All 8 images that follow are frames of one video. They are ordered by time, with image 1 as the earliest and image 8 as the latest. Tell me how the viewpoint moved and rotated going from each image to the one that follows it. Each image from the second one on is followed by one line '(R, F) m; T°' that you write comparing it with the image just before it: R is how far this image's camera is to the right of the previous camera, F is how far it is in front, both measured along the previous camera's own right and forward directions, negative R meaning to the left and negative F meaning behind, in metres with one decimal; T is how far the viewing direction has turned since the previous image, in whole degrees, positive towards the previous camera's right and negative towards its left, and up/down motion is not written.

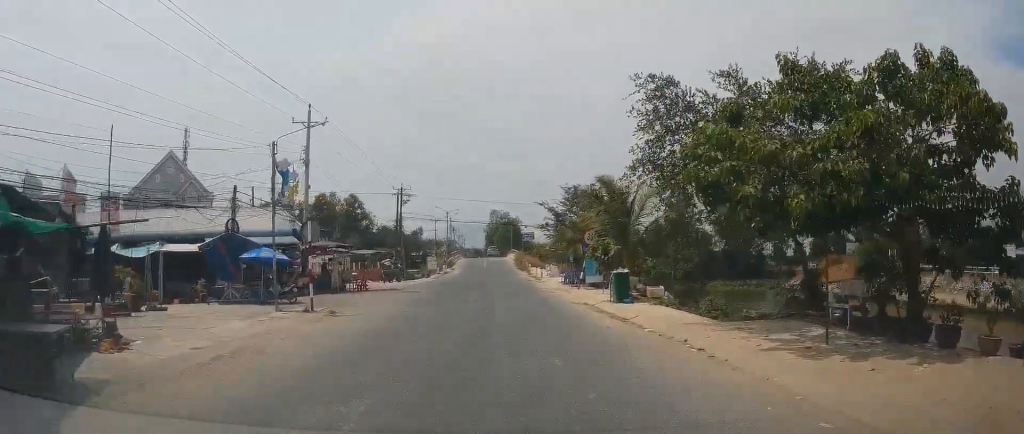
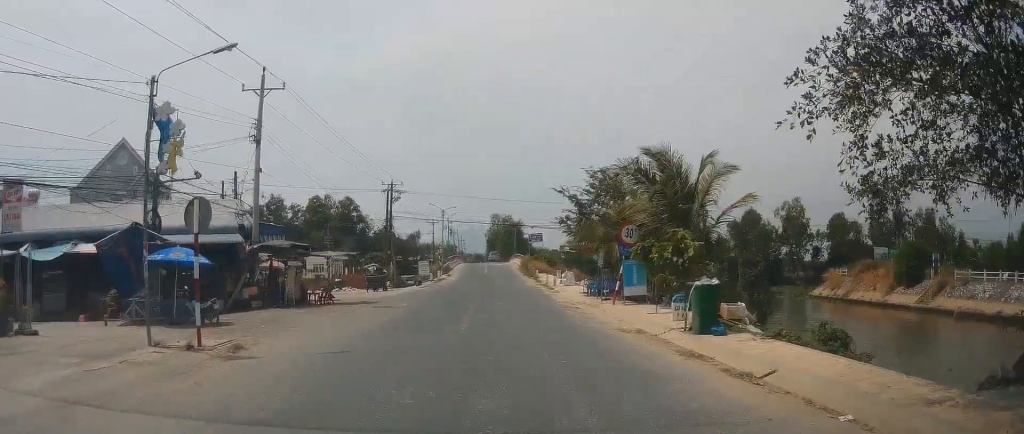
(+0.1, +8.1) m; 0°
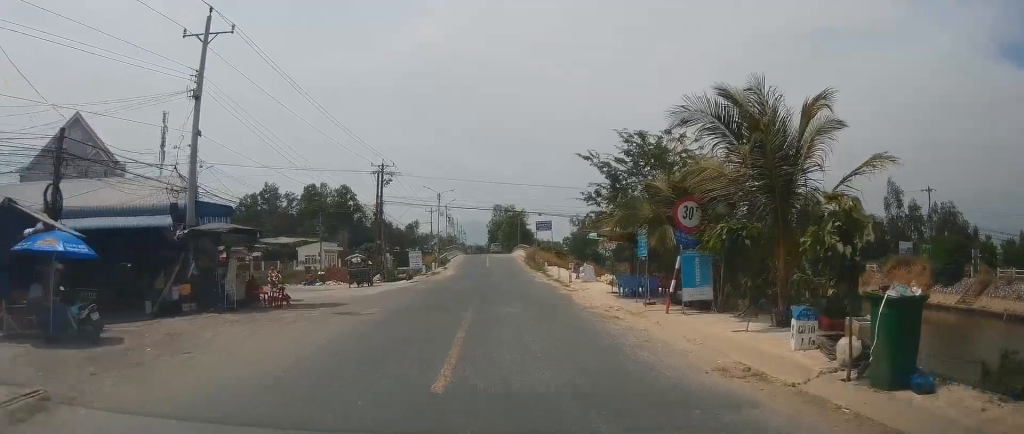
(0.0, +6.6) m; 0°
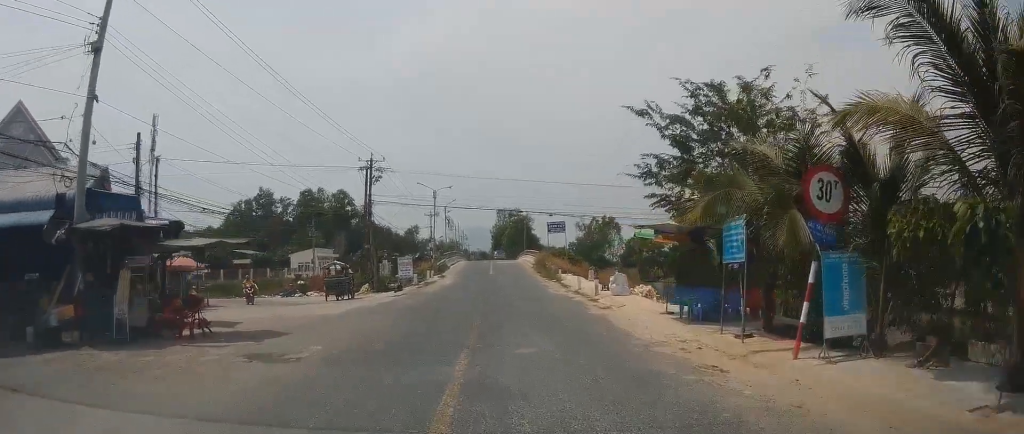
(0.0, +6.7) m; 0°
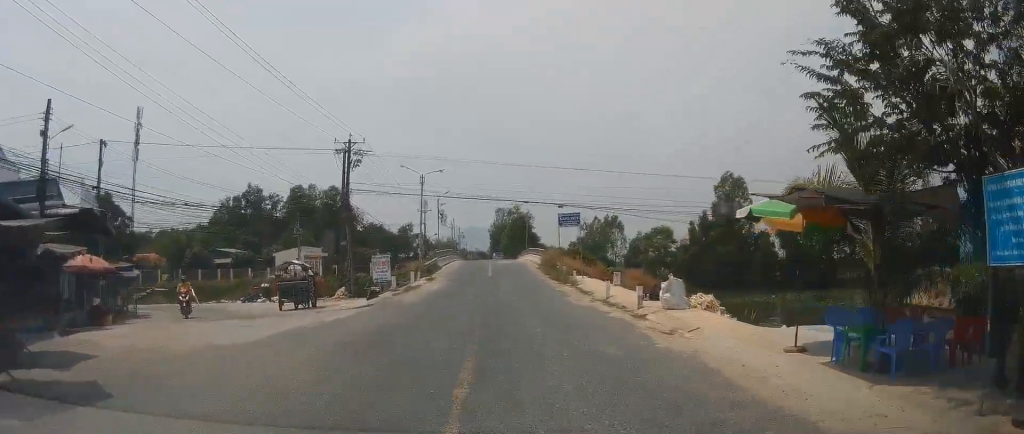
(0.0, +7.4) m; 0°
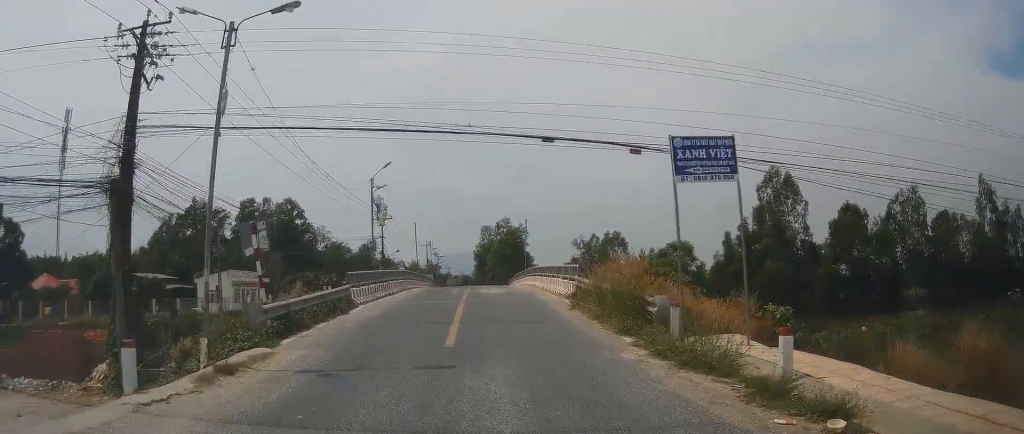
(0.0, +22.8) m; 0°
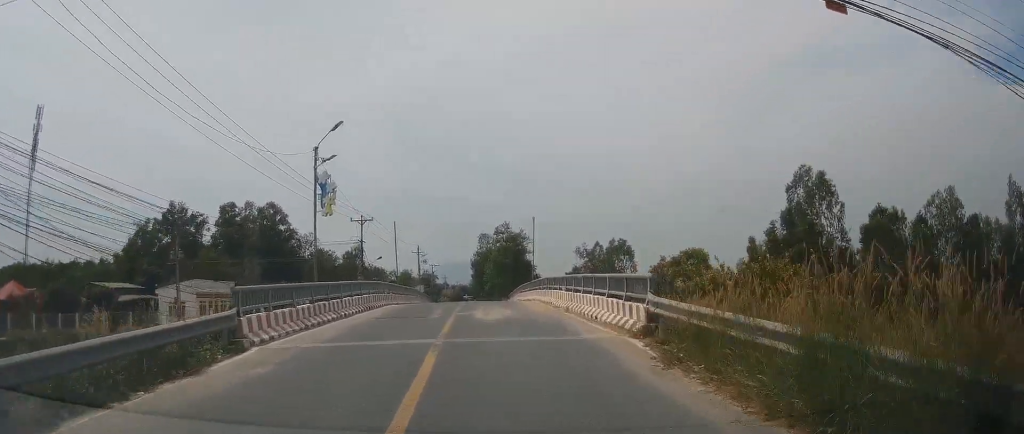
(0.0, +8.7) m; +1°
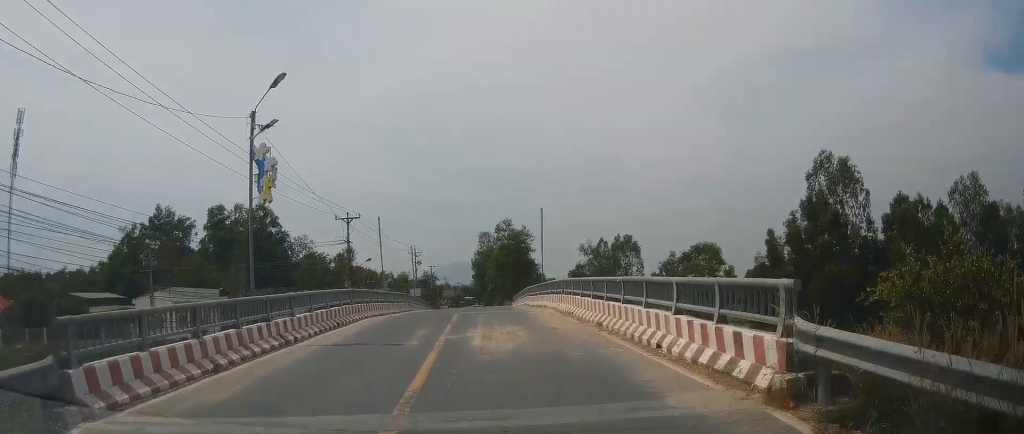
(0.0, +5.3) m; 0°
